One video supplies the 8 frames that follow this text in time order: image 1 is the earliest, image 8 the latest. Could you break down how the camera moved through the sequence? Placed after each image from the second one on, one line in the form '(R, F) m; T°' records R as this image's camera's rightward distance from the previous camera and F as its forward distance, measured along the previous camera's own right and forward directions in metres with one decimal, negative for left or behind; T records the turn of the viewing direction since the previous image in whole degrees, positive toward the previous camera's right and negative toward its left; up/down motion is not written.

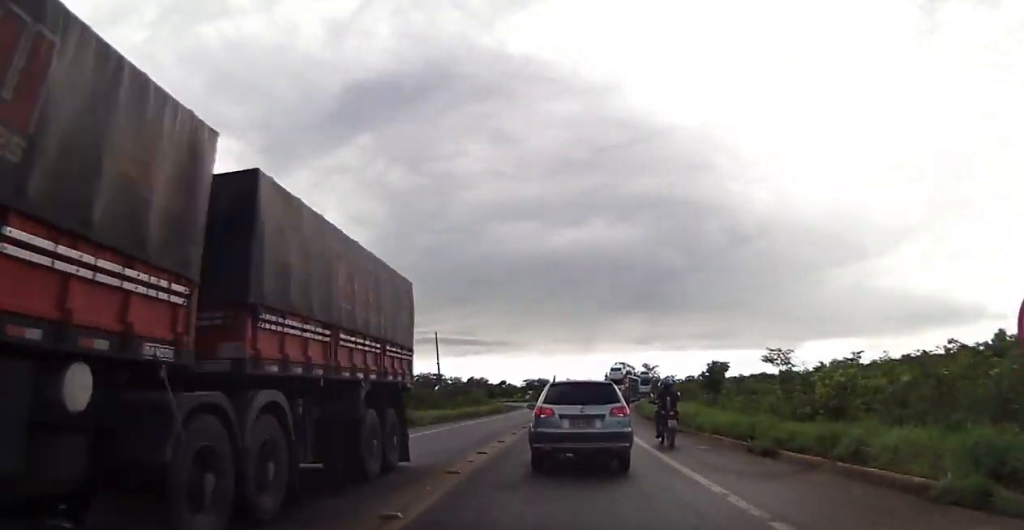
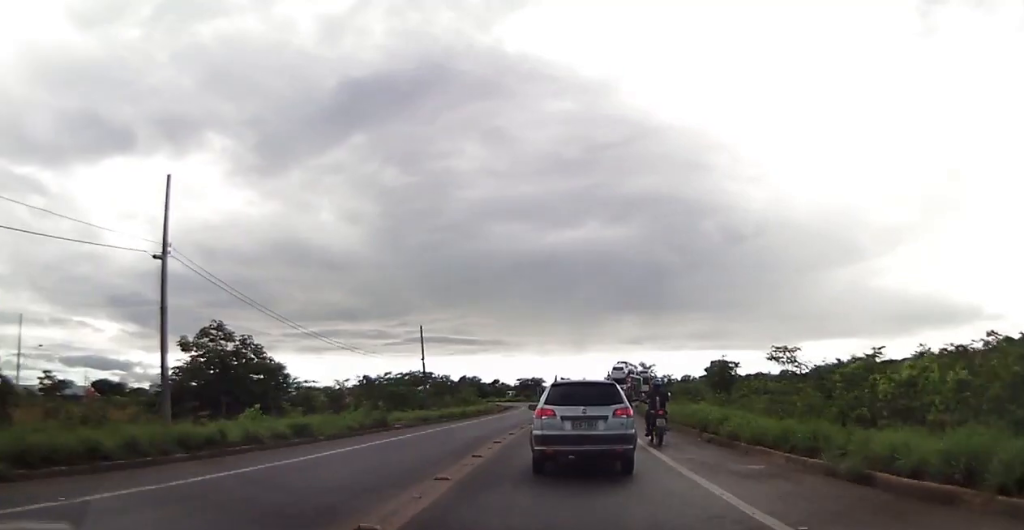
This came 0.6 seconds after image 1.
(-0.4, +4.6) m; +1°
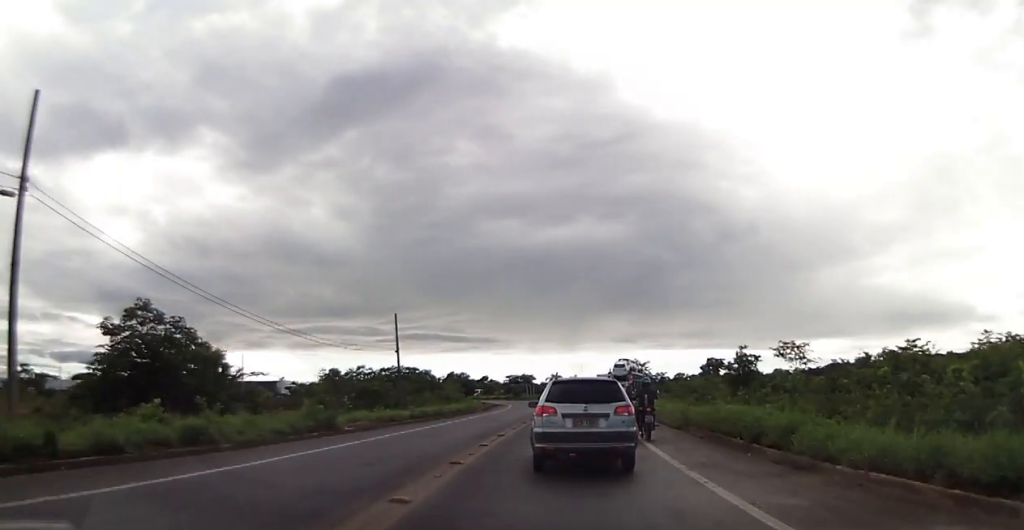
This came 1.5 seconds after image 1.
(+0.3, +6.3) m; +1°
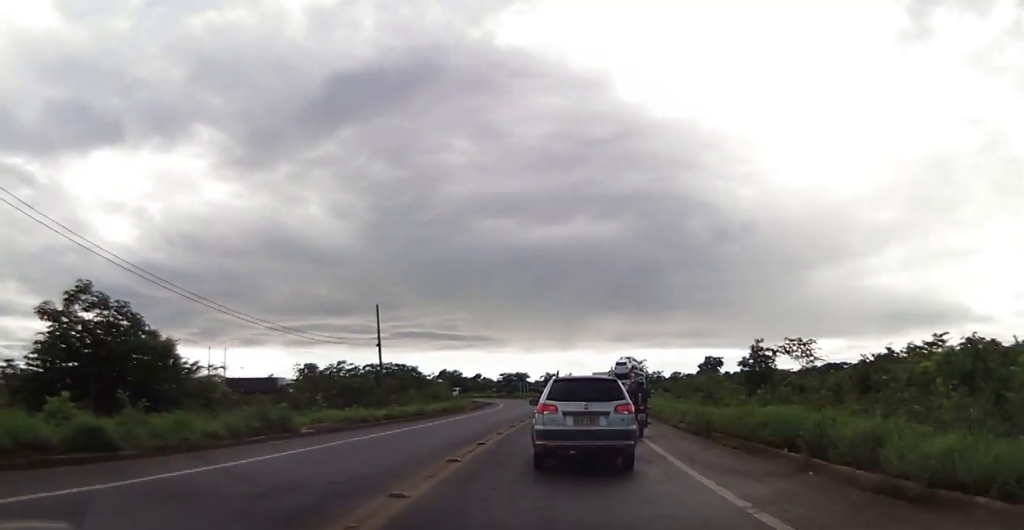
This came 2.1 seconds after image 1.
(+0.2, +4.1) m; 0°
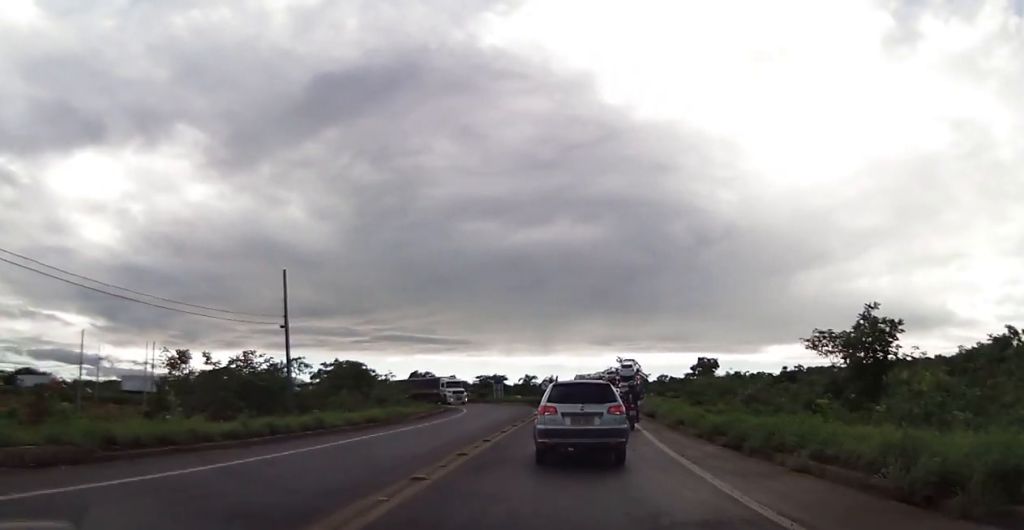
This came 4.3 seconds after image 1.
(-0.1, +14.6) m; +3°
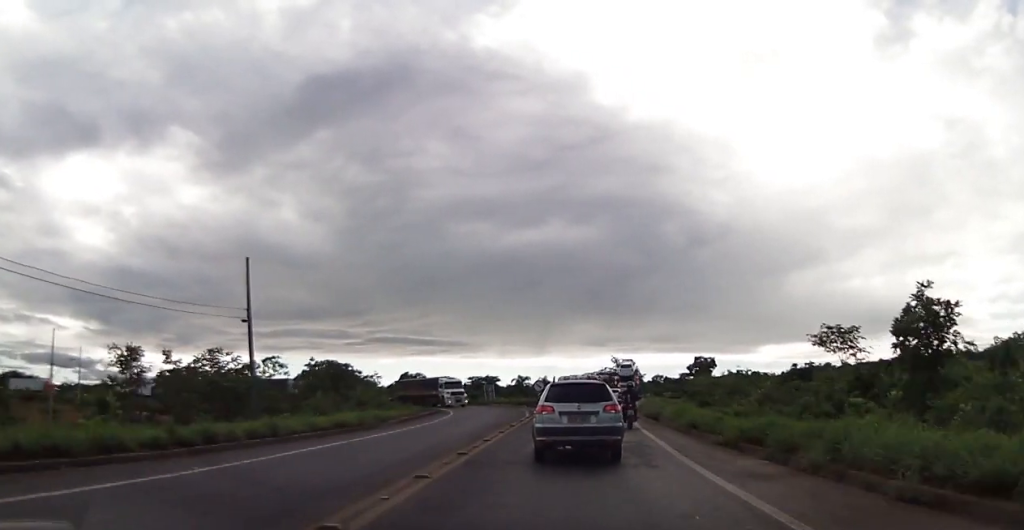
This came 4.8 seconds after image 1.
(0.0, +3.7) m; 0°
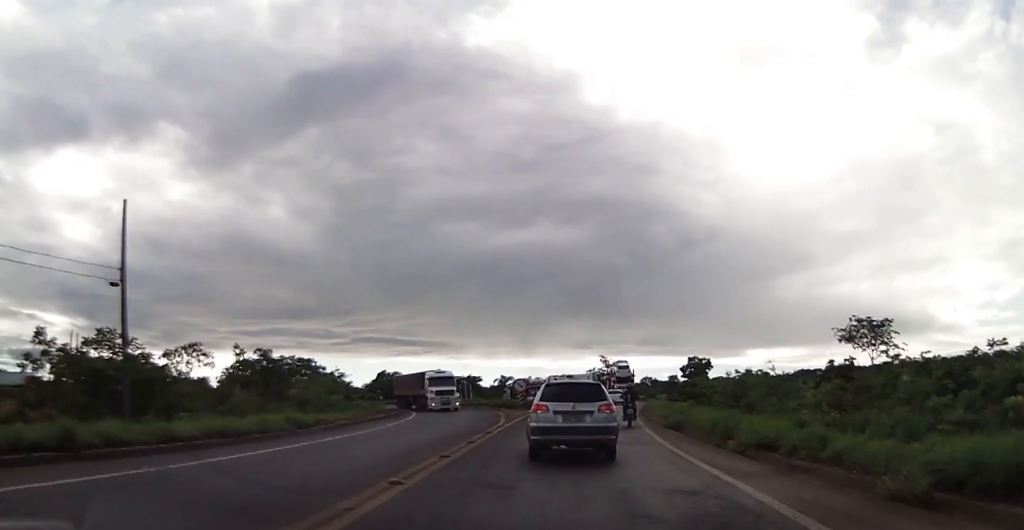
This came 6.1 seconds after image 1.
(0.0, +9.2) m; 0°
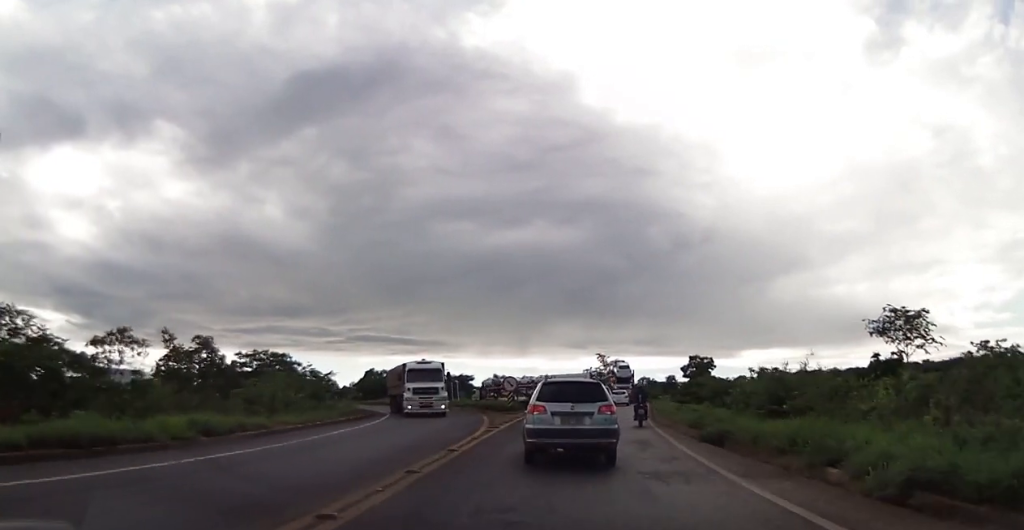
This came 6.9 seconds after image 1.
(0.0, +6.5) m; 0°
